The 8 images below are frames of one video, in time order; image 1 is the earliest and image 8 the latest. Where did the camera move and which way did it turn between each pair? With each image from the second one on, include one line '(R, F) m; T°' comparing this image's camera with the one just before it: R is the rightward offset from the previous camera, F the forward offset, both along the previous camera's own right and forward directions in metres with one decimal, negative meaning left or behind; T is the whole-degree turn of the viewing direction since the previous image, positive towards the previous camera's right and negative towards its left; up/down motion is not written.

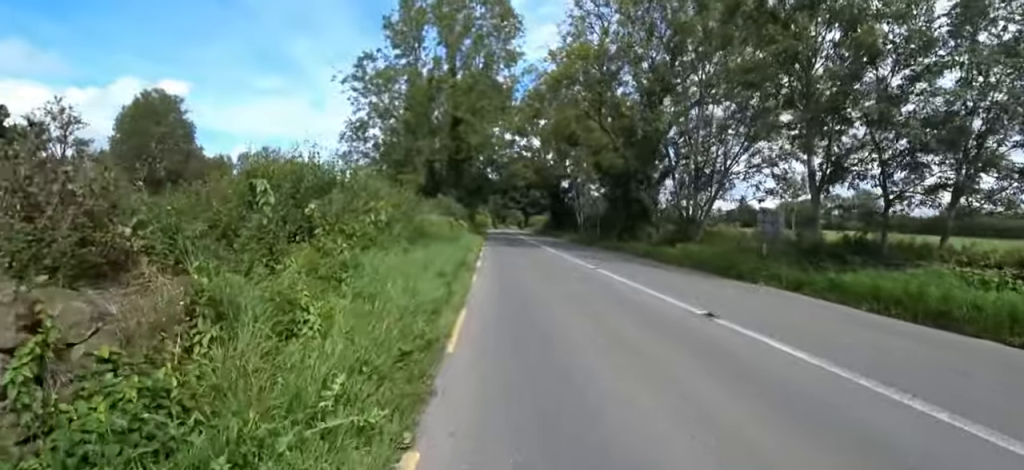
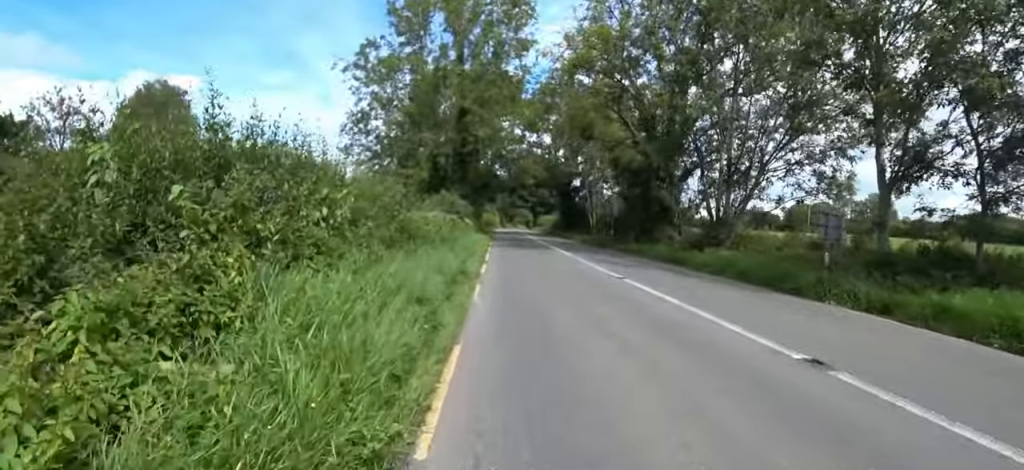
(-0.3, +1.9) m; 0°
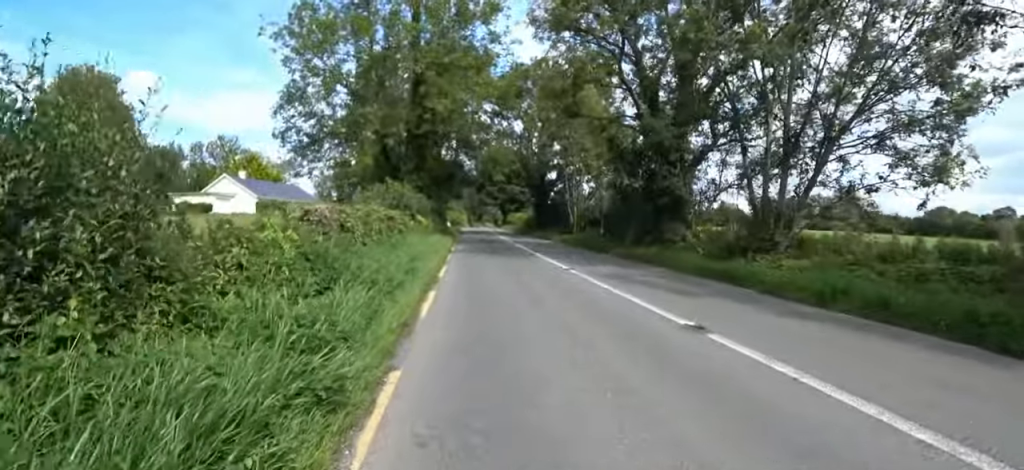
(+0.4, +5.6) m; +7°
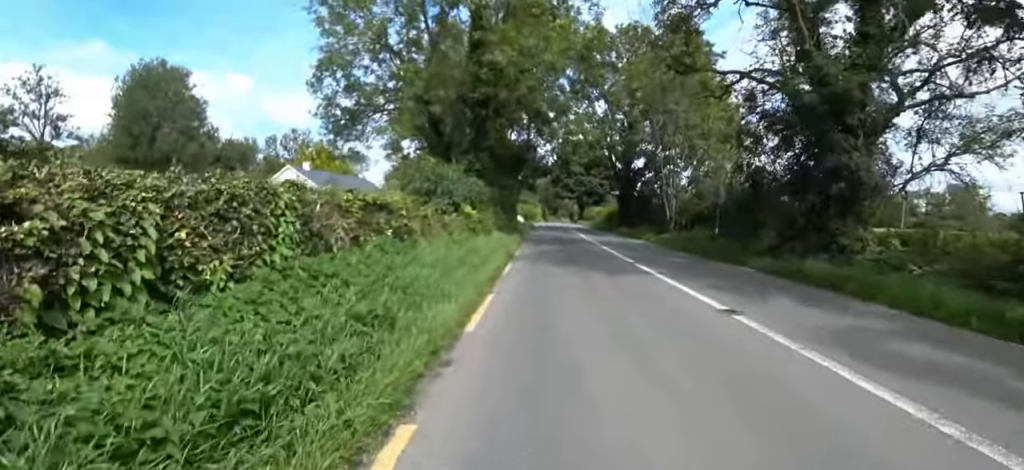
(+0.1, +6.1) m; +1°
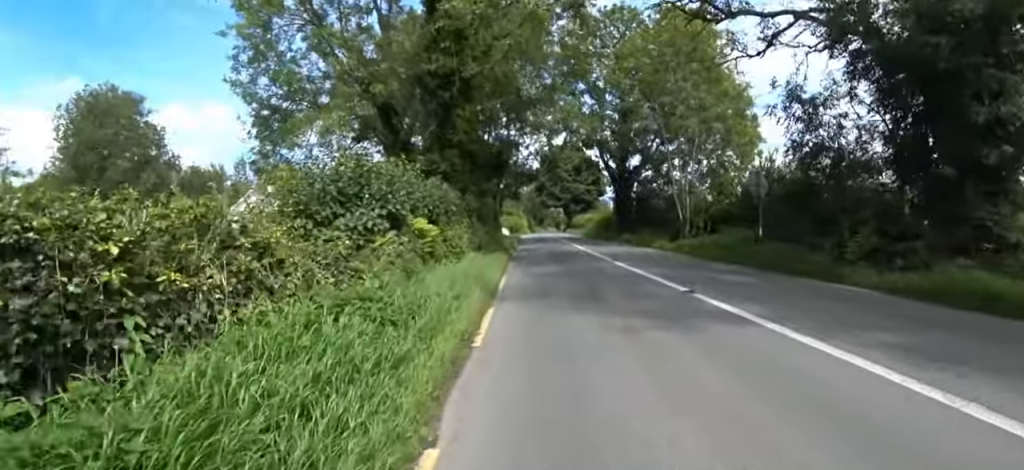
(0.0, +4.3) m; -1°
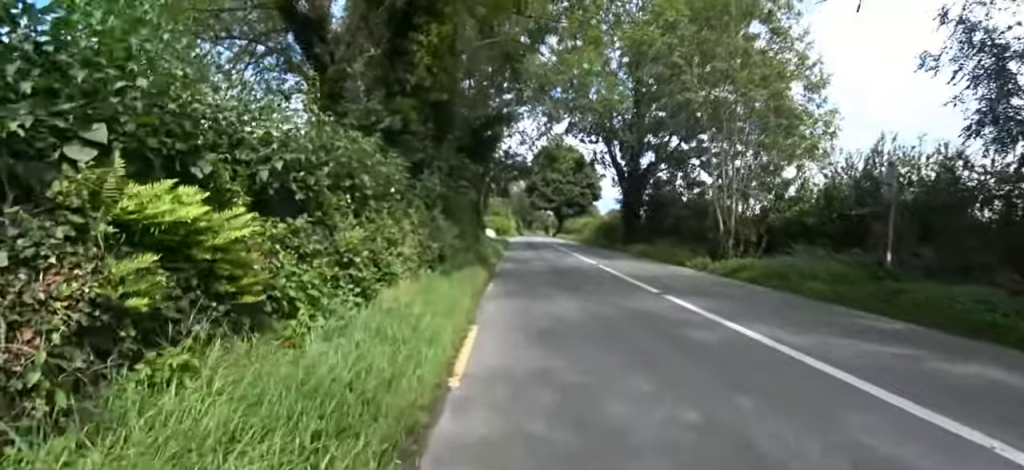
(-0.2, +4.8) m; -6°
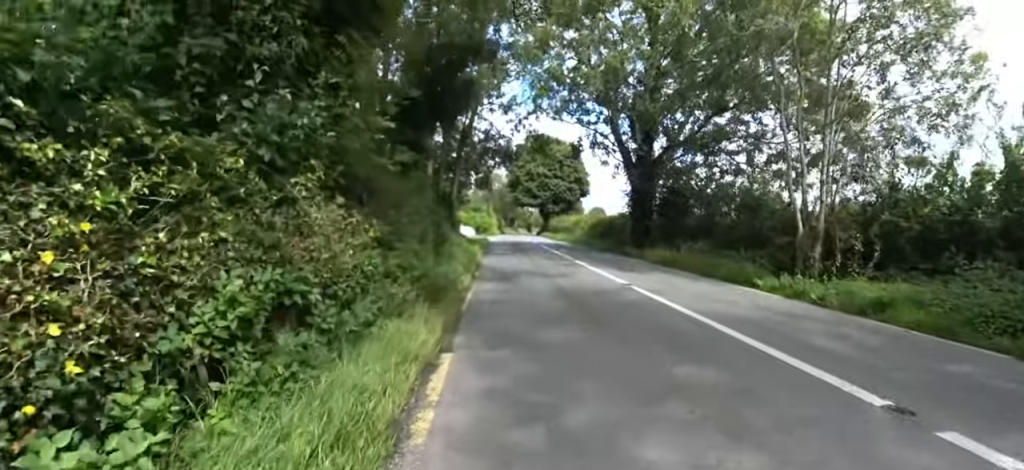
(-0.3, +4.7) m; +2°
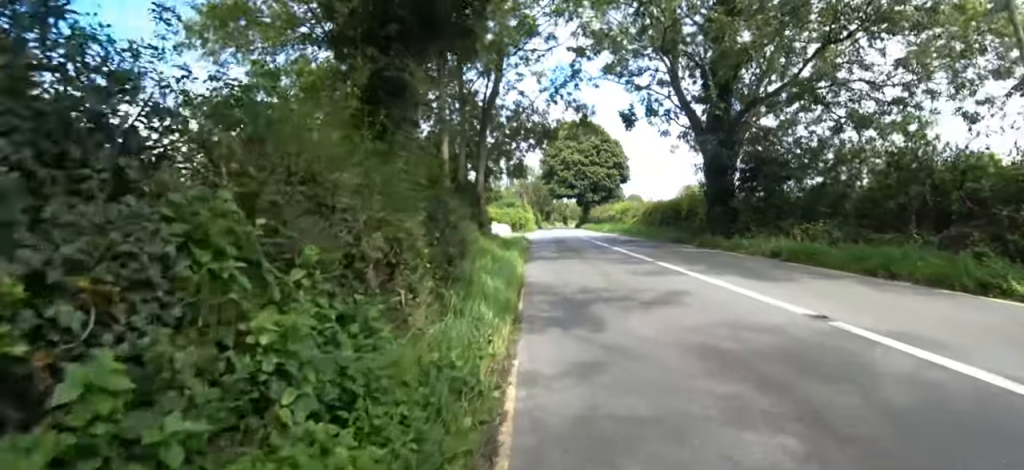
(+0.4, +4.0) m; +4°
